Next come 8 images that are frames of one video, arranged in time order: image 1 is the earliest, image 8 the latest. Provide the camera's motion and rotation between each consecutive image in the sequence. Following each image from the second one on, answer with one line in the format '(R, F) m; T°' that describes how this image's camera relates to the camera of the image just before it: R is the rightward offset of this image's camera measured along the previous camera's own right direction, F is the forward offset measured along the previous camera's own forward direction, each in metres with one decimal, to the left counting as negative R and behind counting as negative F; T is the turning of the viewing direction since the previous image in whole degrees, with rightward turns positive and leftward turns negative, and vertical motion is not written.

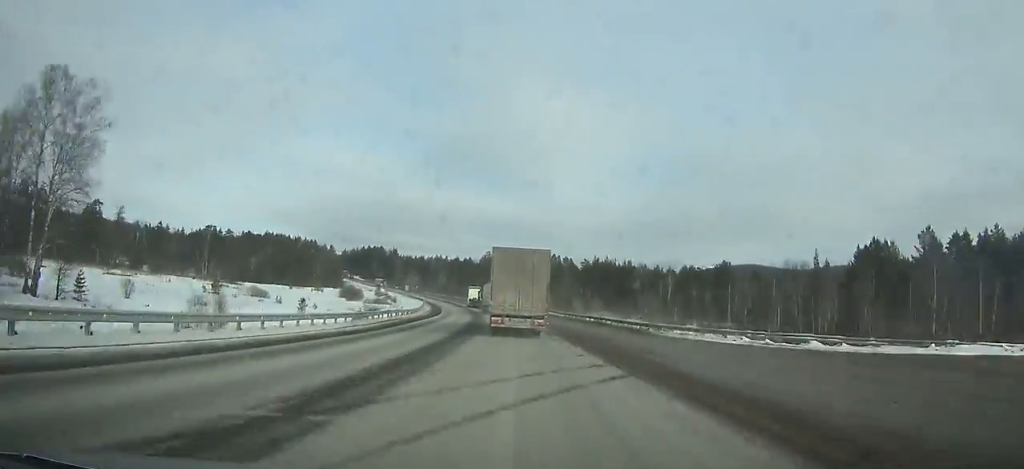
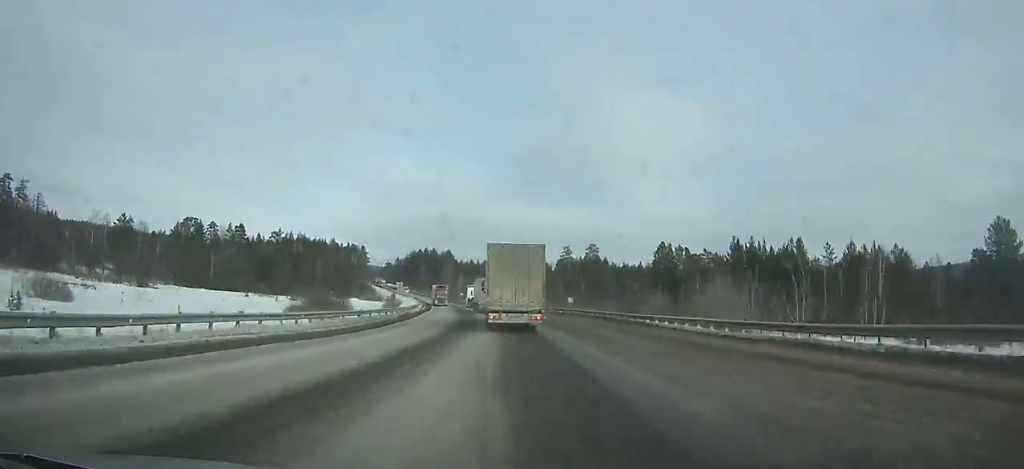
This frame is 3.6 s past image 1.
(-5.8, +84.0) m; -8°
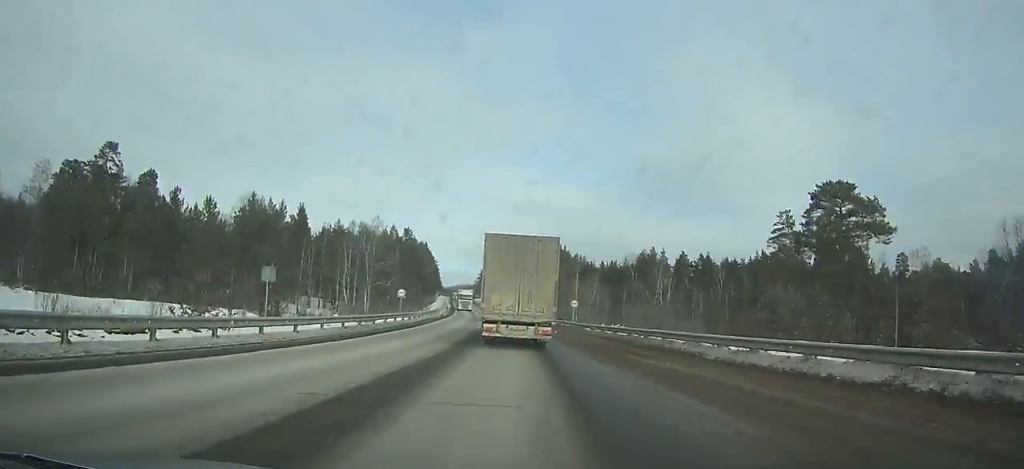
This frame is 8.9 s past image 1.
(-12.2, +117.5) m; -11°
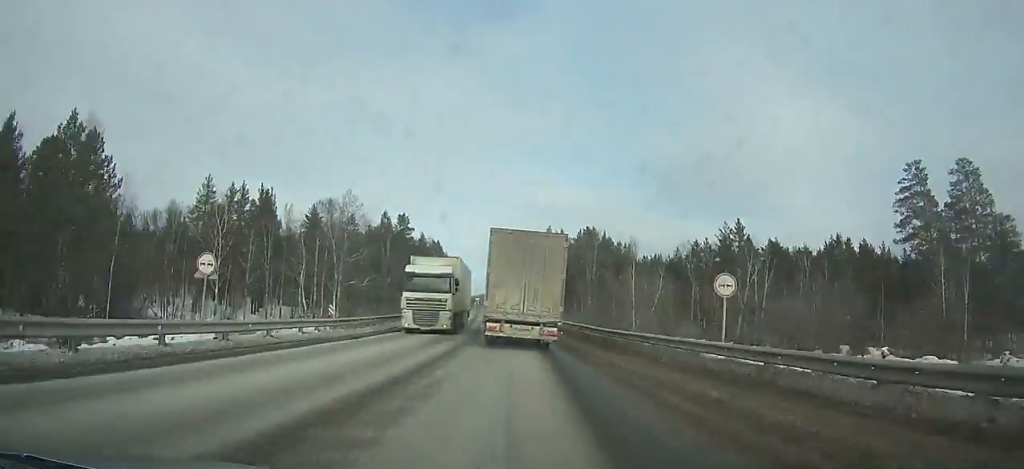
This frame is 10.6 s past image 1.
(-1.1, +36.2) m; -3°
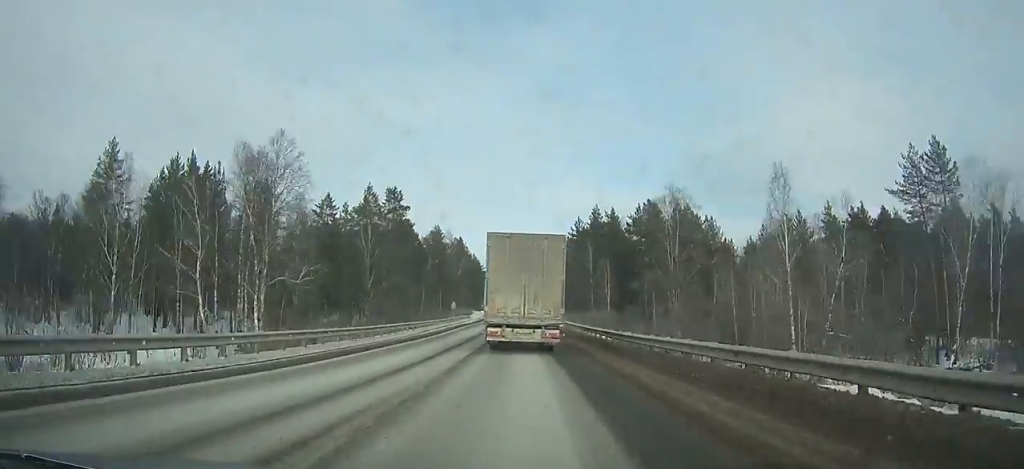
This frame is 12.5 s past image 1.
(-1.0, +39.8) m; -2°
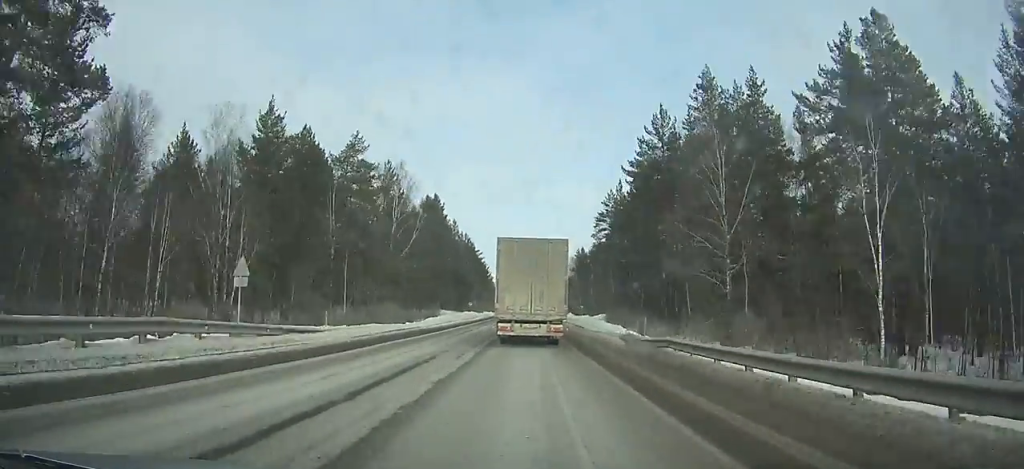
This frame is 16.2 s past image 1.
(-1.6, +75.0) m; -1°
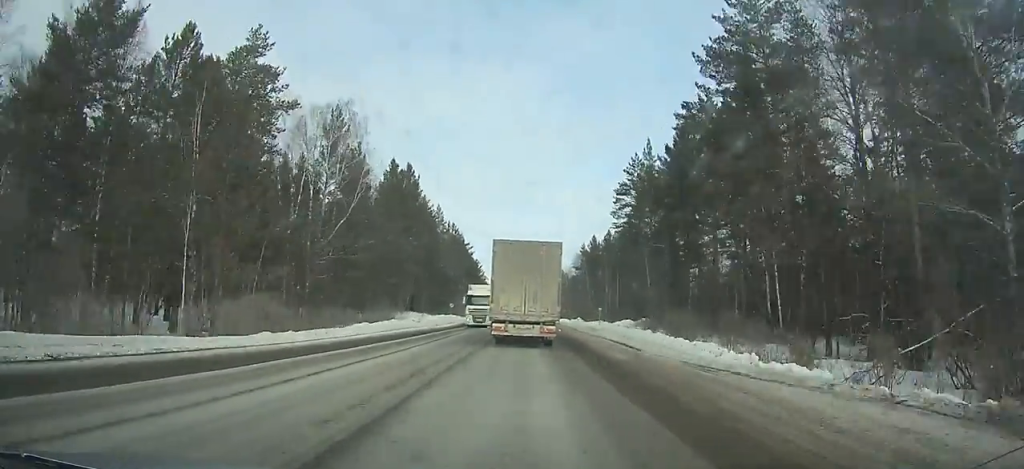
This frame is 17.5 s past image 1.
(+0.1, +26.0) m; 0°
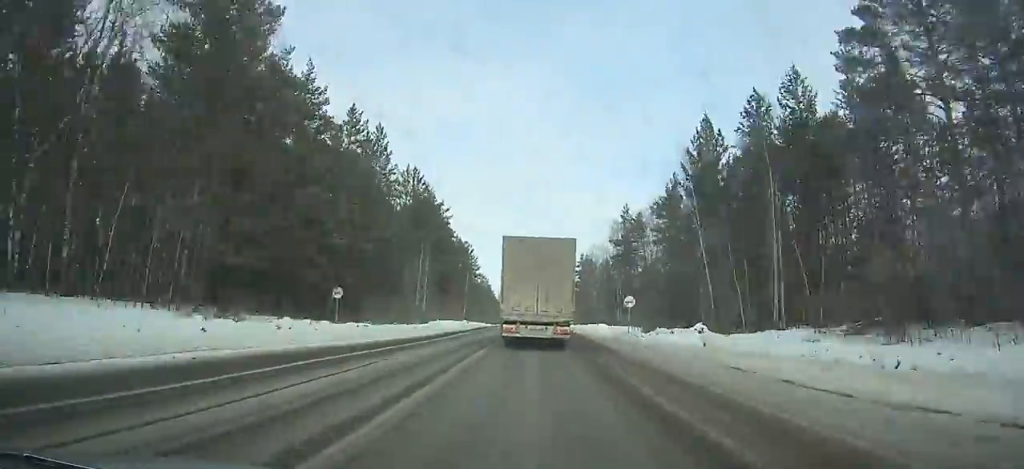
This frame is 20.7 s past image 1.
(-0.2, +63.5) m; 0°
